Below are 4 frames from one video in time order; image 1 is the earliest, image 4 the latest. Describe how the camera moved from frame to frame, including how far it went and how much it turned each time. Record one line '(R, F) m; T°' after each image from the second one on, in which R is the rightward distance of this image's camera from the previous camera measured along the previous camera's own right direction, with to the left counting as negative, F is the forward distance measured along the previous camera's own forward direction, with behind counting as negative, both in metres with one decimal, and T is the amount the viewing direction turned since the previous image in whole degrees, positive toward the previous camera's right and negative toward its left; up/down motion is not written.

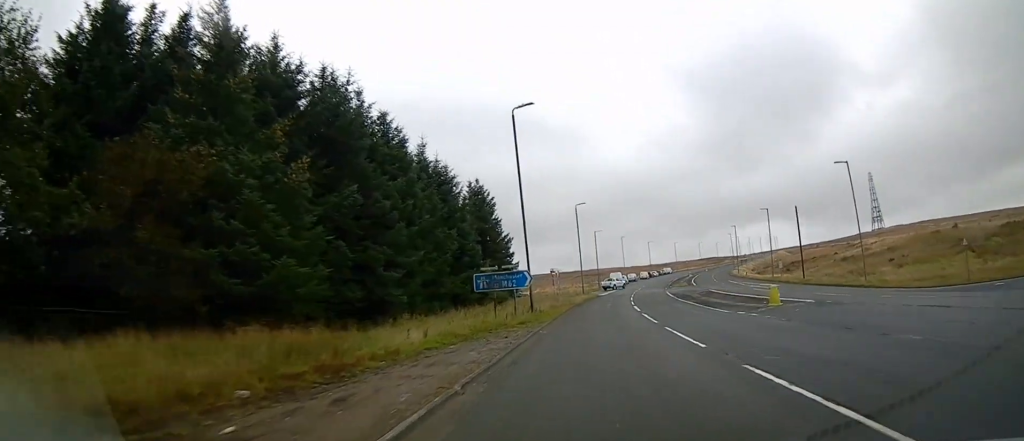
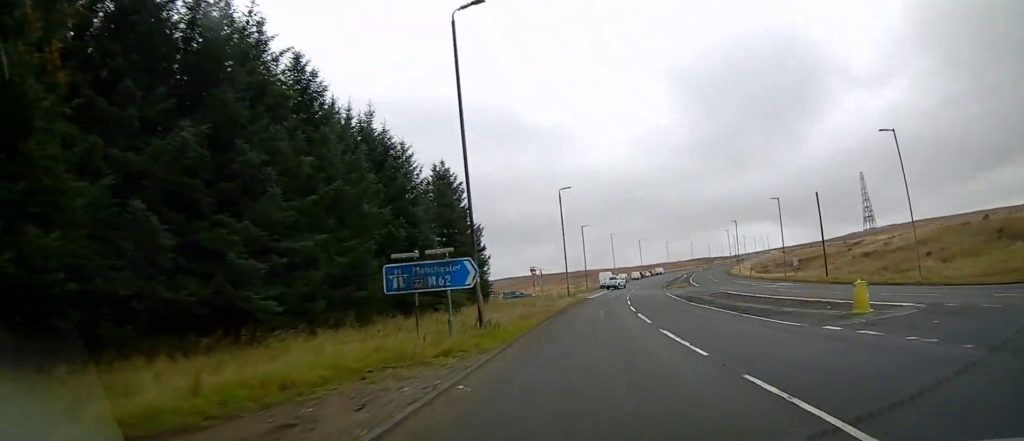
(+0.1, +10.0) m; +1°
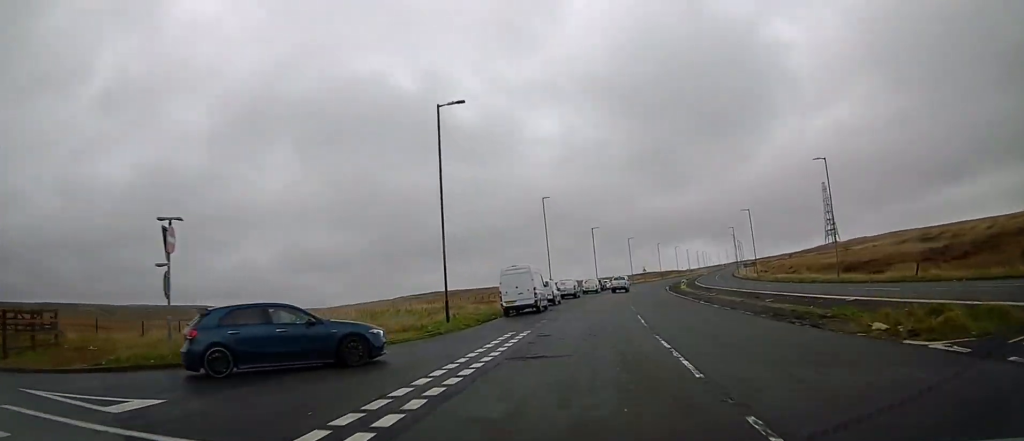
(+2.8, +61.2) m; +6°
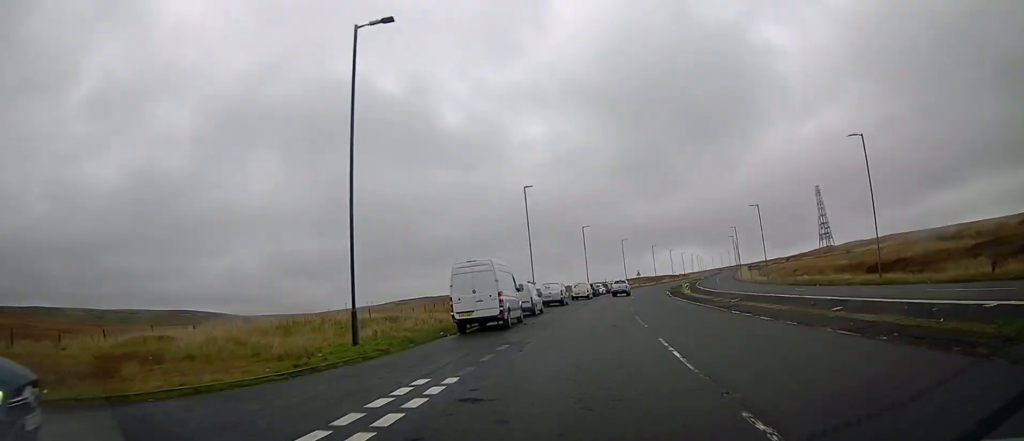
(+0.2, +8.9) m; +1°
